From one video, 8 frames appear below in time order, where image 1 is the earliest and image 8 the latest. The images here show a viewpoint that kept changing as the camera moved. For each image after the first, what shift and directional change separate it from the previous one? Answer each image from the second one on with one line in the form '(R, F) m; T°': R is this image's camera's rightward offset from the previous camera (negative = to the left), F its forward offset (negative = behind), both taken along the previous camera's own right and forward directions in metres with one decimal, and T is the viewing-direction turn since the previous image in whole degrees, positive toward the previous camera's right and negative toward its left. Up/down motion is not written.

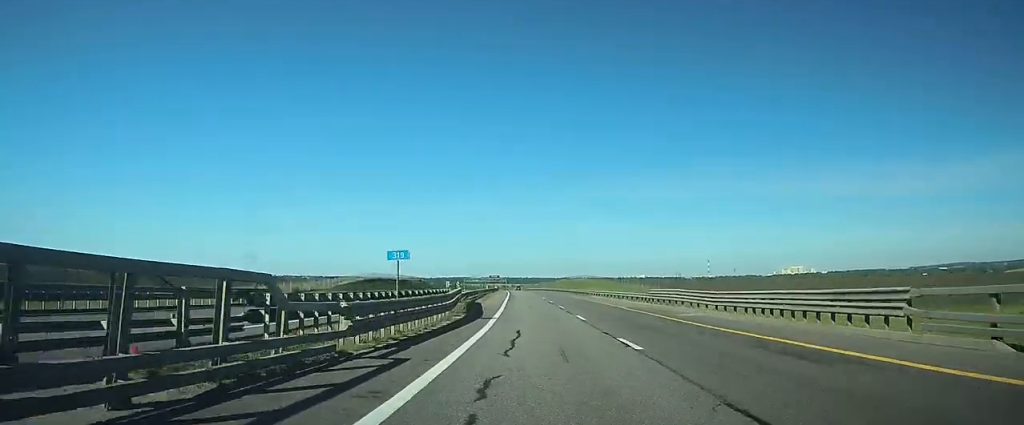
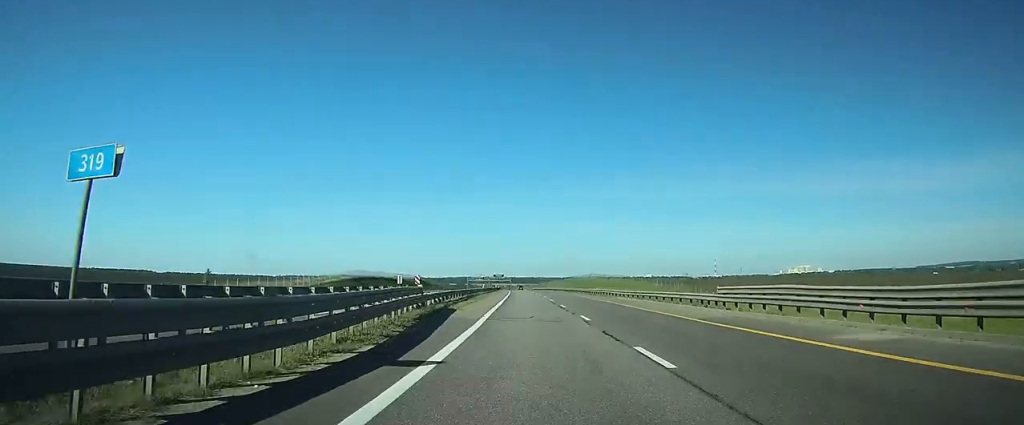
(0.0, +15.4) m; 0°
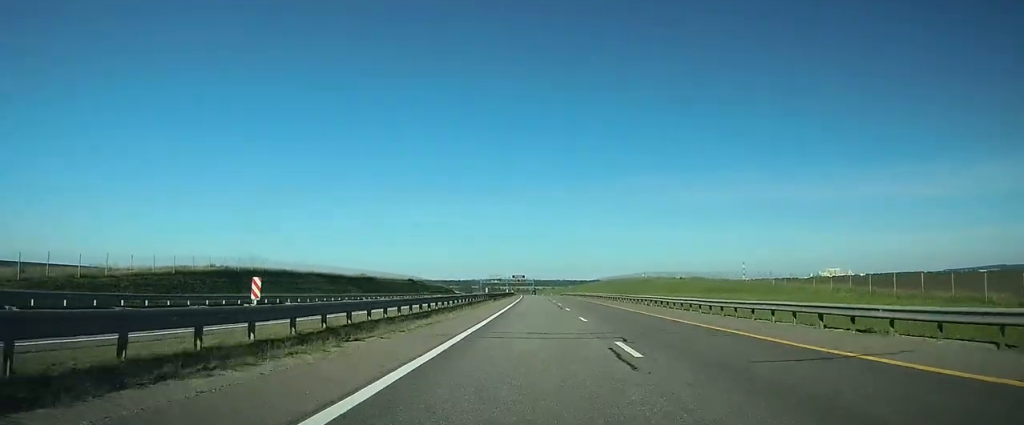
(-1.3, +69.6) m; -2°
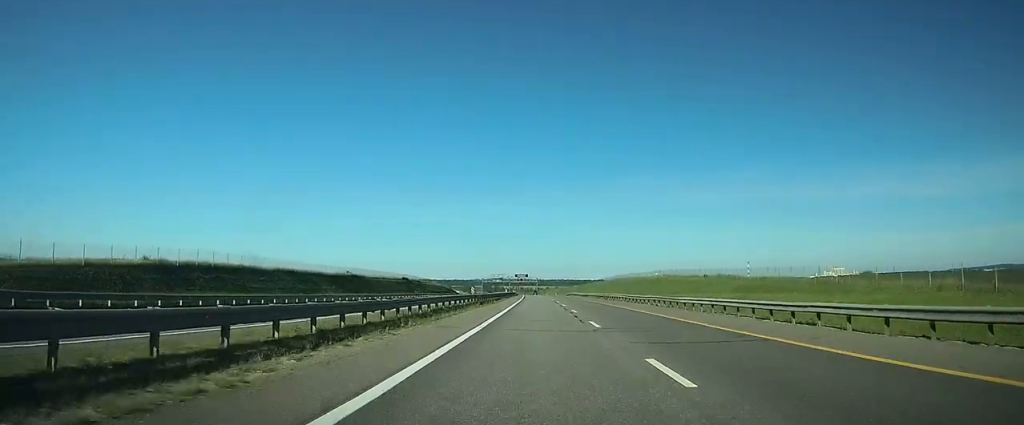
(-0.1, +15.3) m; 0°
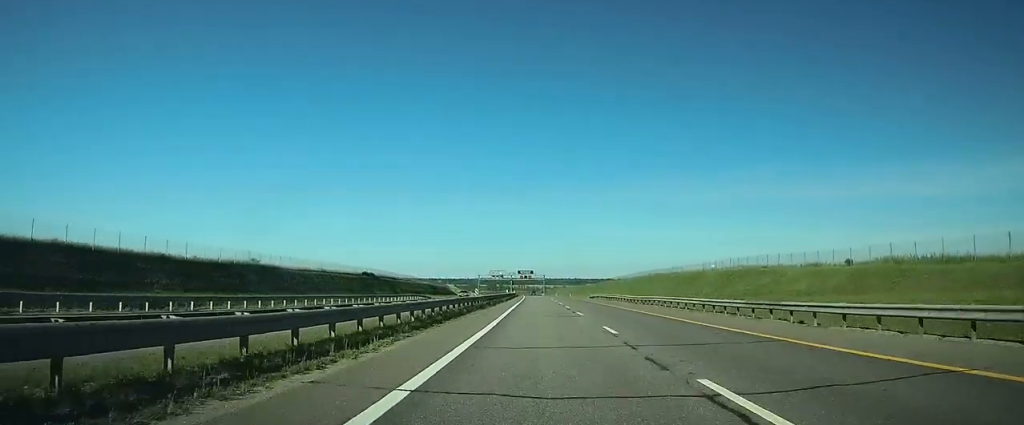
(-0.6, +50.2) m; -1°
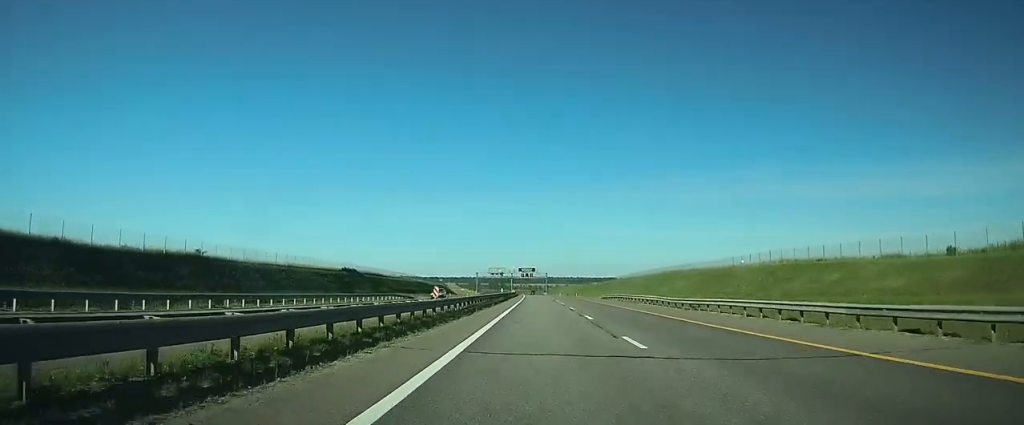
(-0.1, +16.5) m; 0°
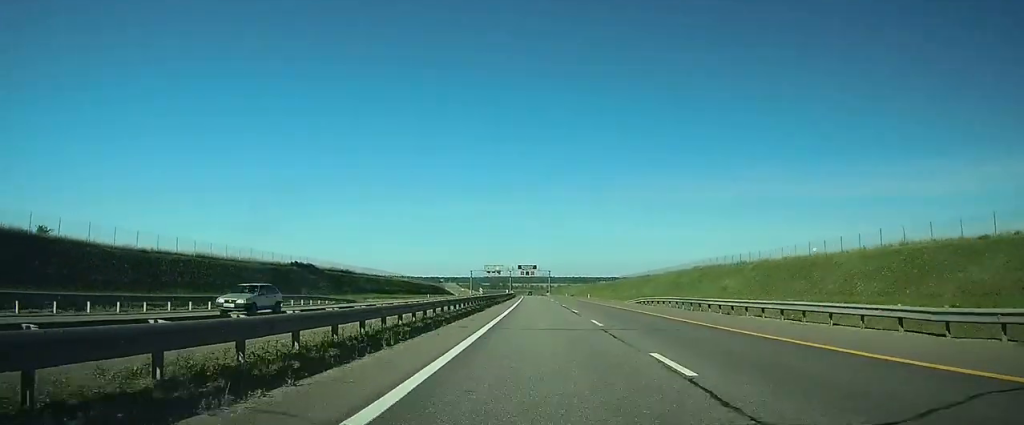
(-0.1, +27.9) m; 0°
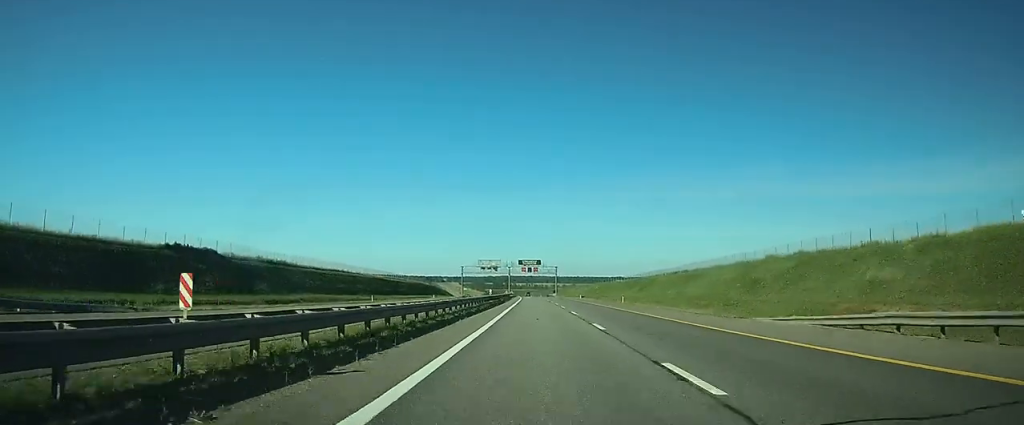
(-0.2, +37.3) m; 0°
